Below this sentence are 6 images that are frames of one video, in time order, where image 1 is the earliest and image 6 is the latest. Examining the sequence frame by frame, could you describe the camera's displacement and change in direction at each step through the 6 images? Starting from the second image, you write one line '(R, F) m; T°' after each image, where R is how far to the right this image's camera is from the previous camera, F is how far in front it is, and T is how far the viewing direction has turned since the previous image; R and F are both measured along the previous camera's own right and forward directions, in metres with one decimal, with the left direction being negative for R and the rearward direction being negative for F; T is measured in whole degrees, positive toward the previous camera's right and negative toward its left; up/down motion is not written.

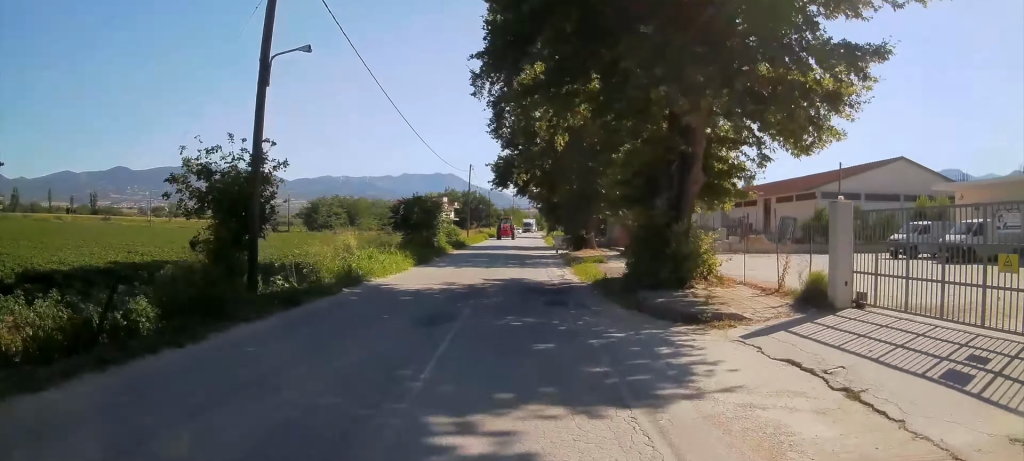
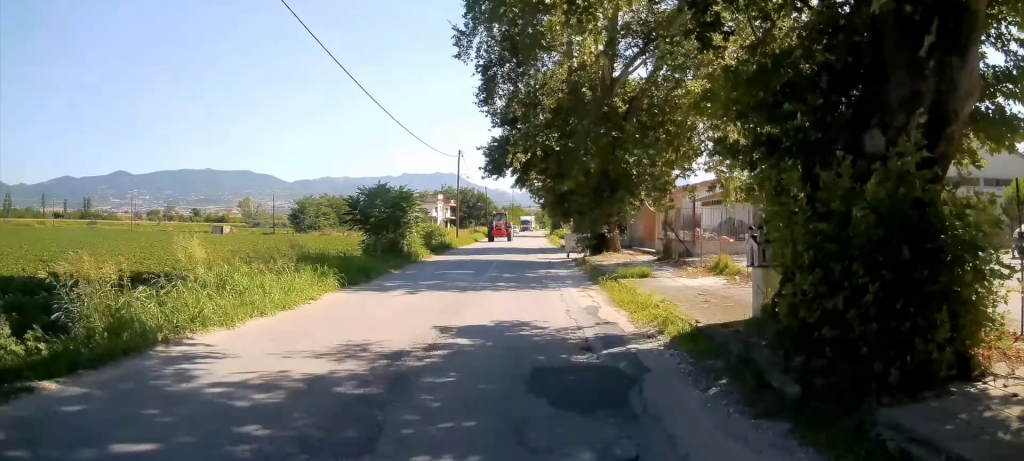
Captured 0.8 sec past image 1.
(0.0, +10.6) m; +1°
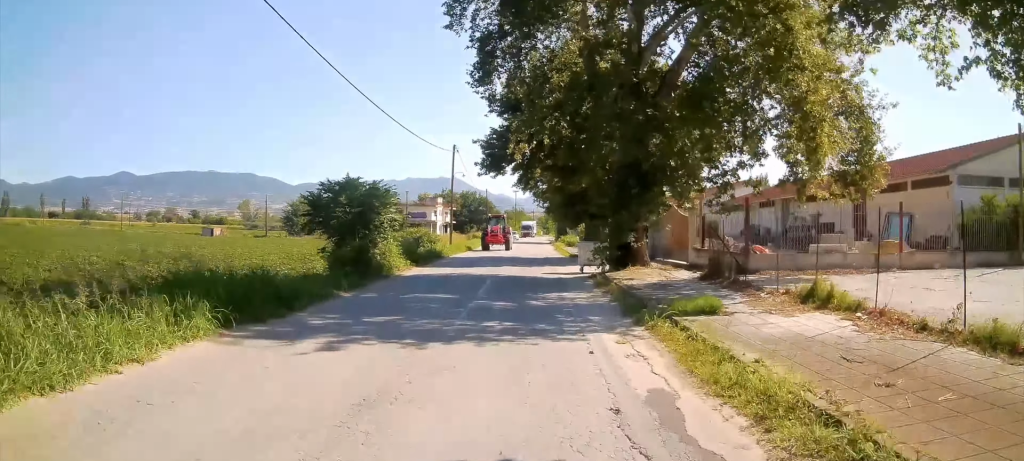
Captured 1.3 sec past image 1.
(0.0, +6.6) m; 0°
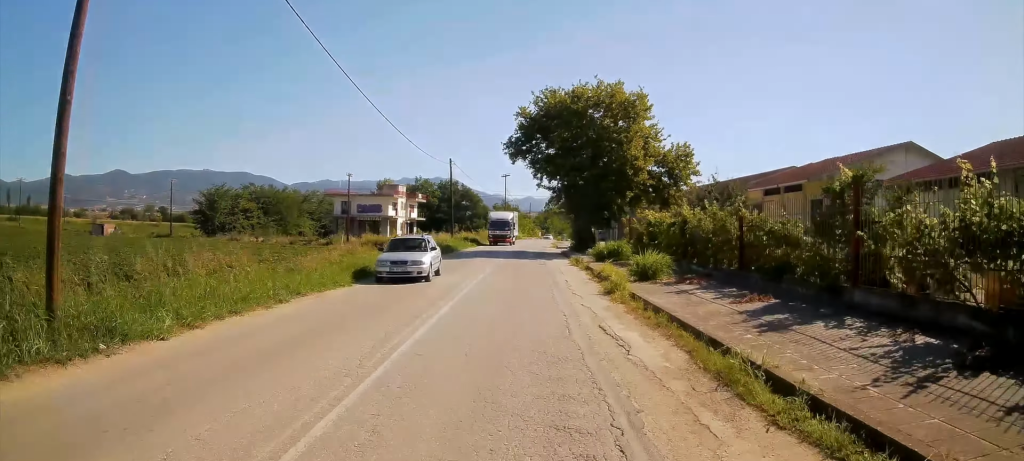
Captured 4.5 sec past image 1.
(+0.9, +39.4) m; +1°
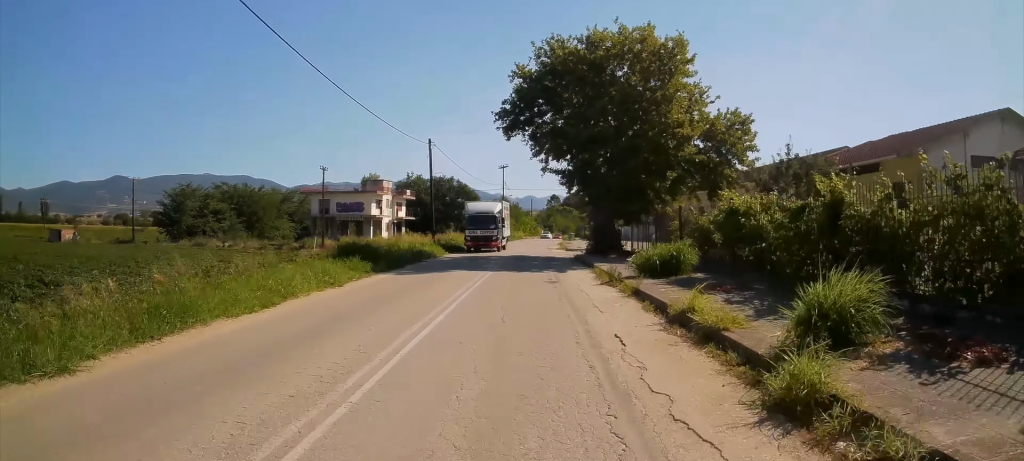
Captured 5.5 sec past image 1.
(-0.2, +11.9) m; -1°
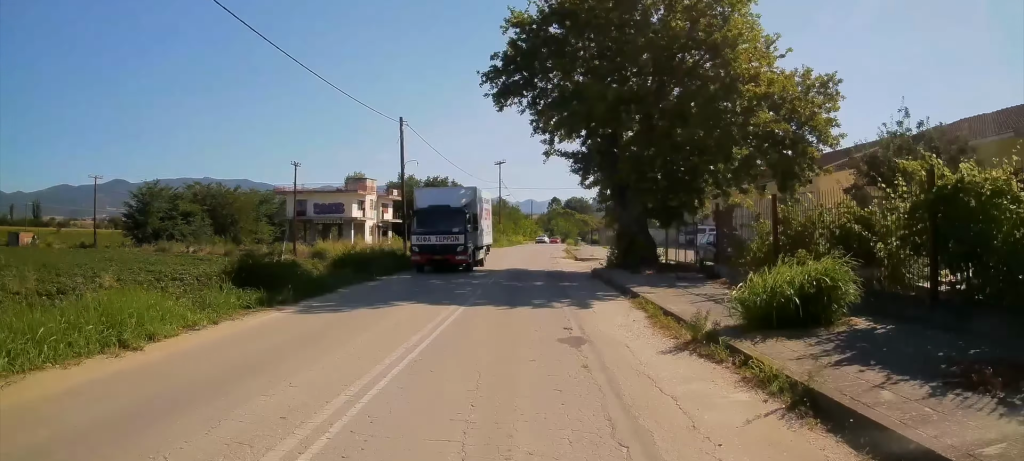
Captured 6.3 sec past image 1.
(+0.1, +9.7) m; +1°
